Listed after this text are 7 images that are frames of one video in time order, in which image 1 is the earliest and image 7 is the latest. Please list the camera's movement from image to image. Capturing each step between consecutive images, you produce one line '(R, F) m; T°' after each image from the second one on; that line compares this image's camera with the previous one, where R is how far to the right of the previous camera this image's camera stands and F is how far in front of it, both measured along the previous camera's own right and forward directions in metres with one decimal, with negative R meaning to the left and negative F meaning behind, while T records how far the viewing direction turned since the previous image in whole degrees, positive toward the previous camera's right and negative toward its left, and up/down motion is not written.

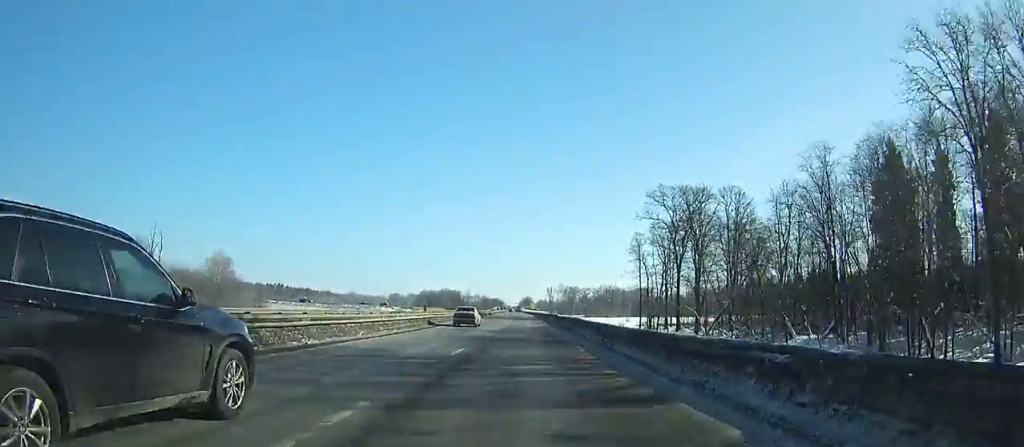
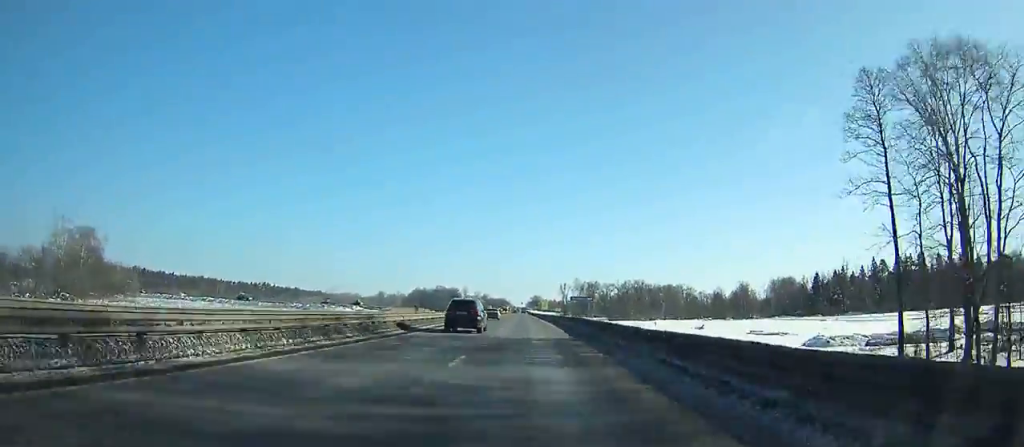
(-0.4, +87.5) m; -1°
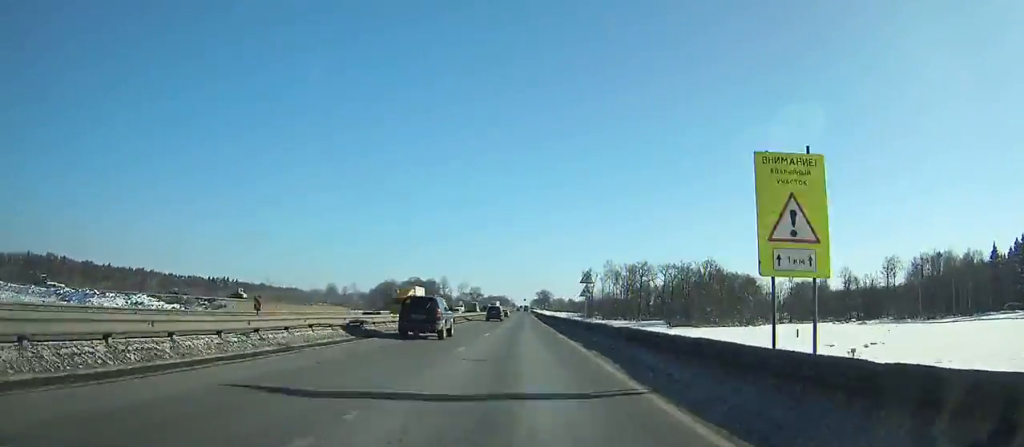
(-1.1, +140.7) m; -1°
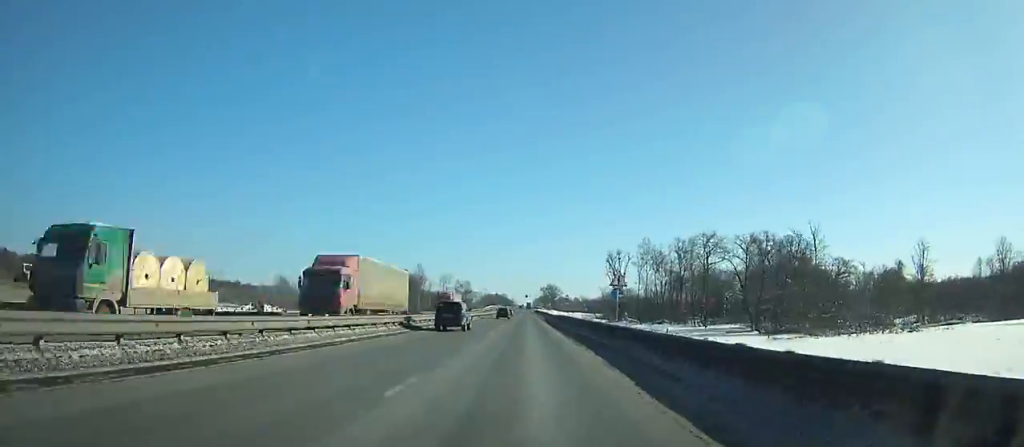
(-0.1, +78.2) m; 0°
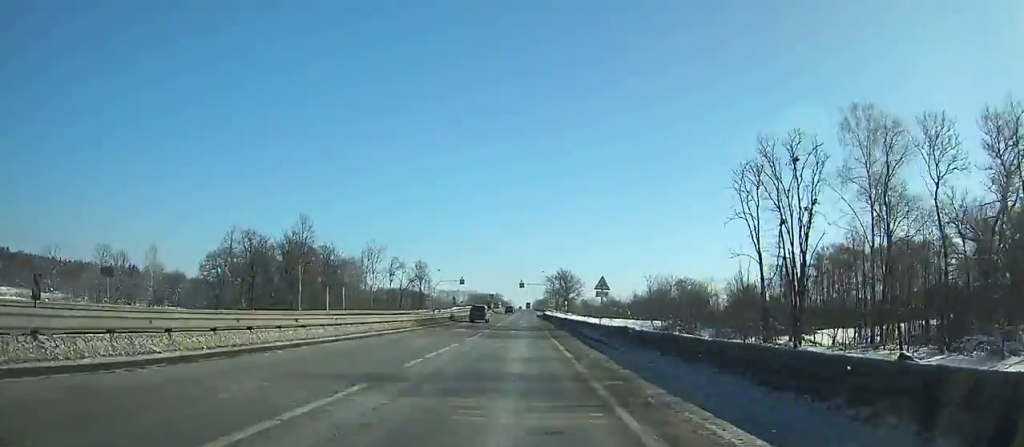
(0.0, +127.2) m; 0°
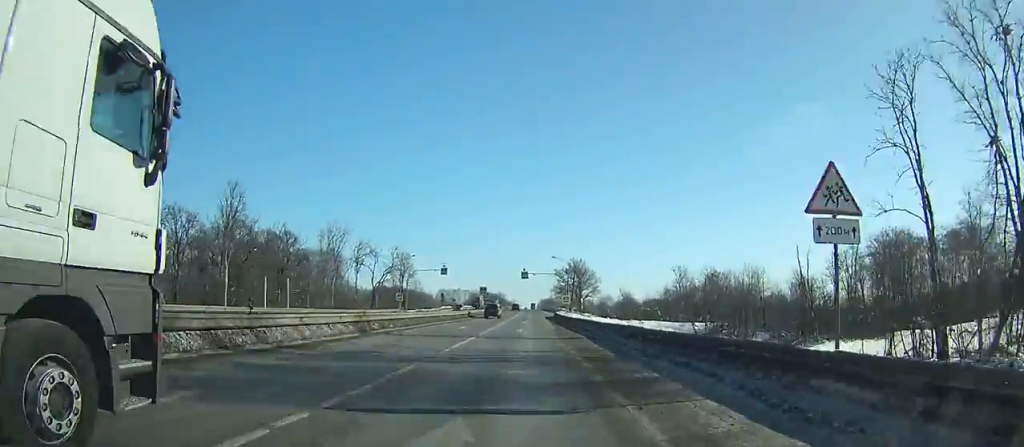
(0.0, +34.1) m; 0°
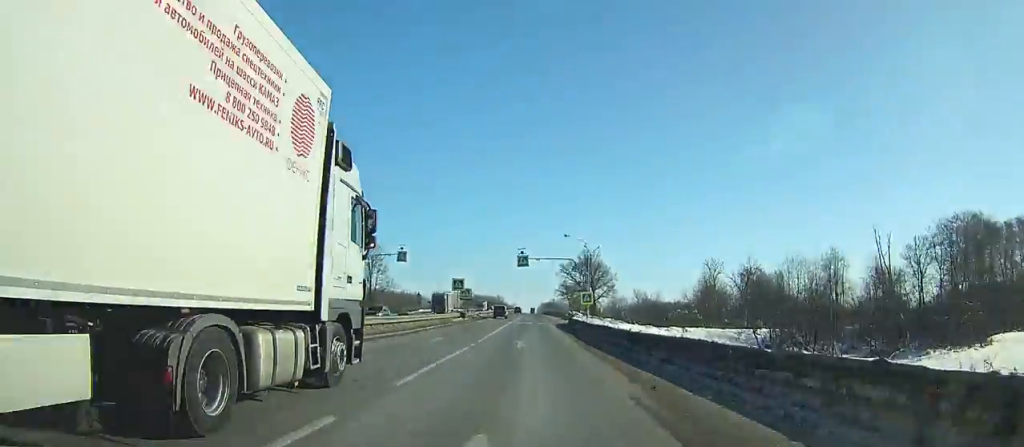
(0.0, +31.8) m; 0°
